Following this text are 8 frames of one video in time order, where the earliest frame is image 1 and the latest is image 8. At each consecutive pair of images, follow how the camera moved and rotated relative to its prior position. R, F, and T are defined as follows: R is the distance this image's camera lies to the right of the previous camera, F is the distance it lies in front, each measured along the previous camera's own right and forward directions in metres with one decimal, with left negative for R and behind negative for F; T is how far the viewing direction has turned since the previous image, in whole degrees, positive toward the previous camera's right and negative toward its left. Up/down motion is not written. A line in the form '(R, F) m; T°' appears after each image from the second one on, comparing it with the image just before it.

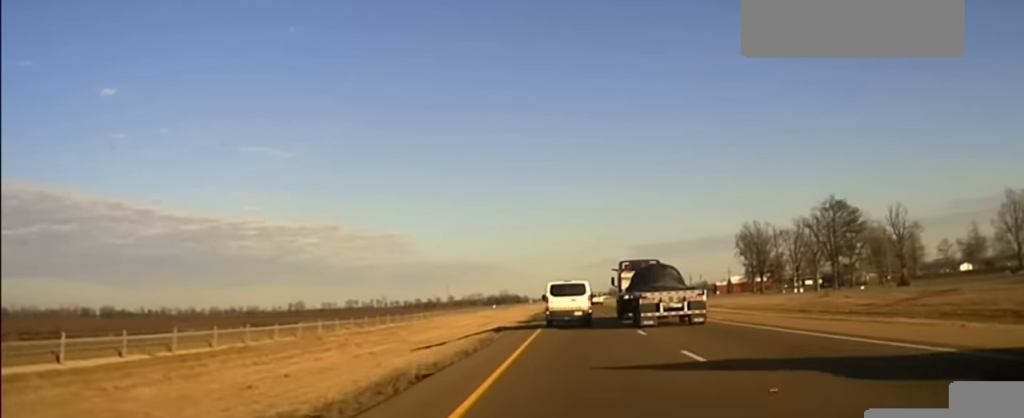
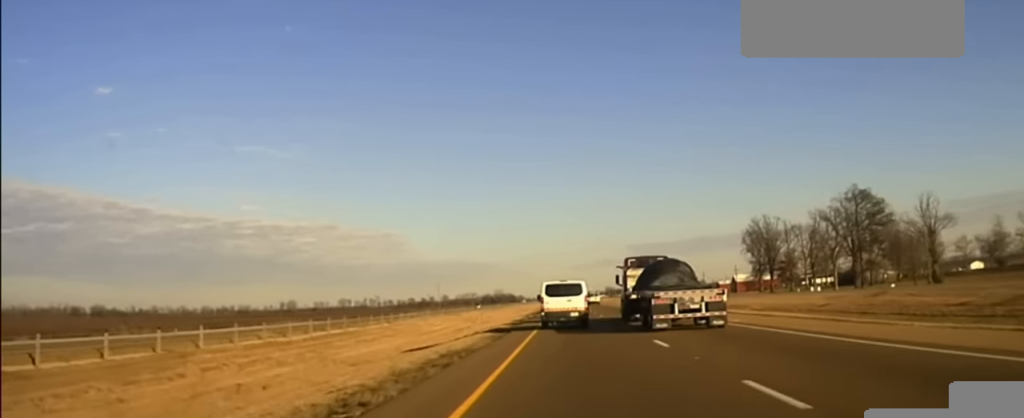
(0.0, +27.5) m; 0°
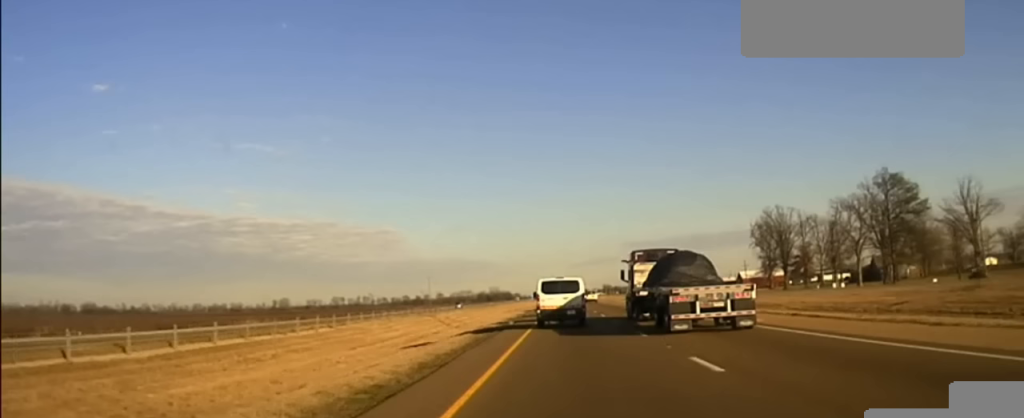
(0.0, +22.4) m; 0°
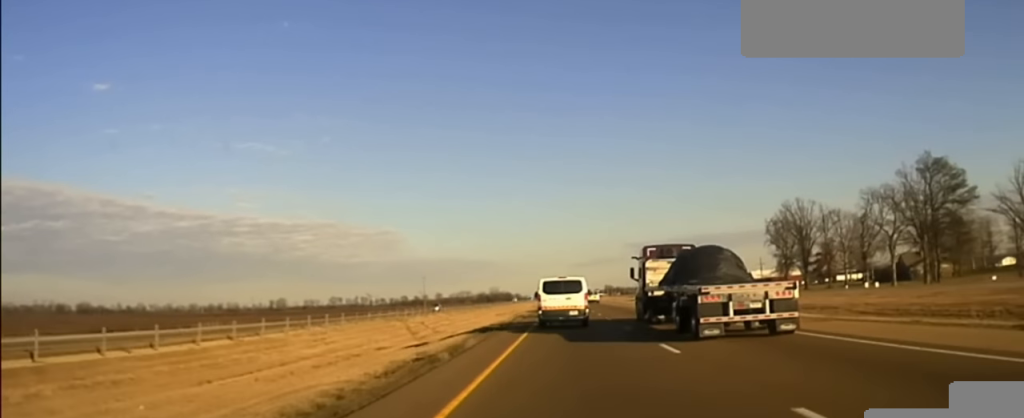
(-0.2, +24.3) m; 0°
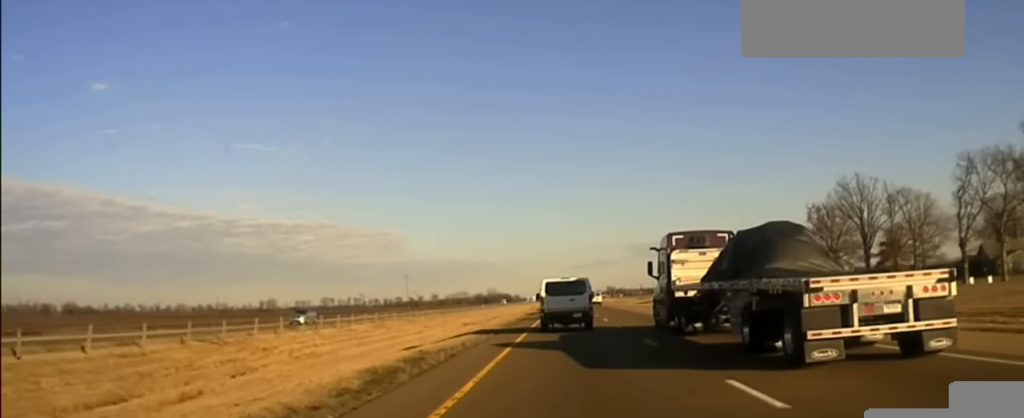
(+0.2, +44.9) m; 0°
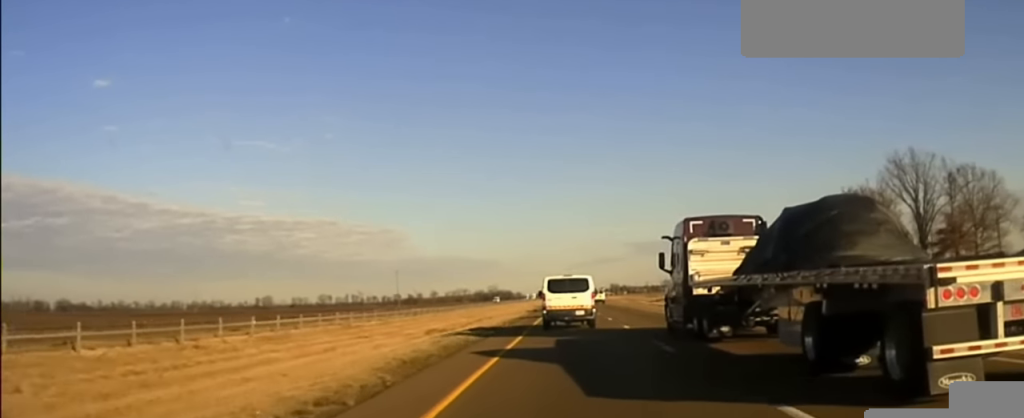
(-0.2, +22.6) m; -1°
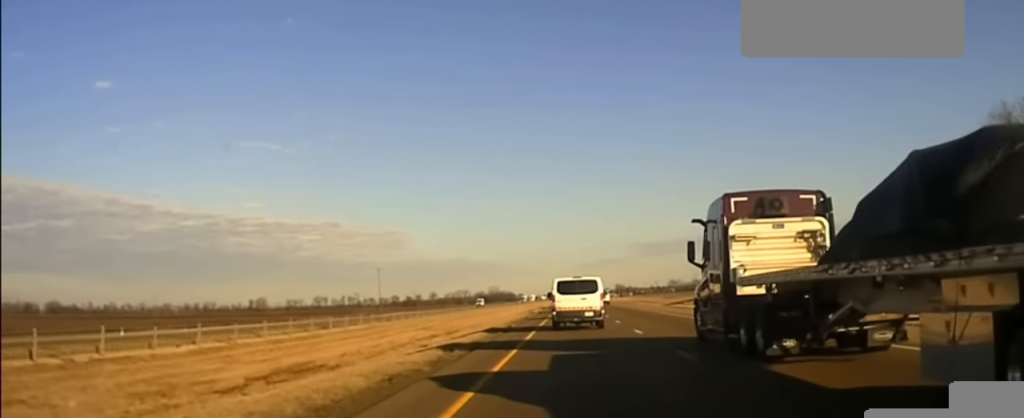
(-0.2, +28.9) m; 0°
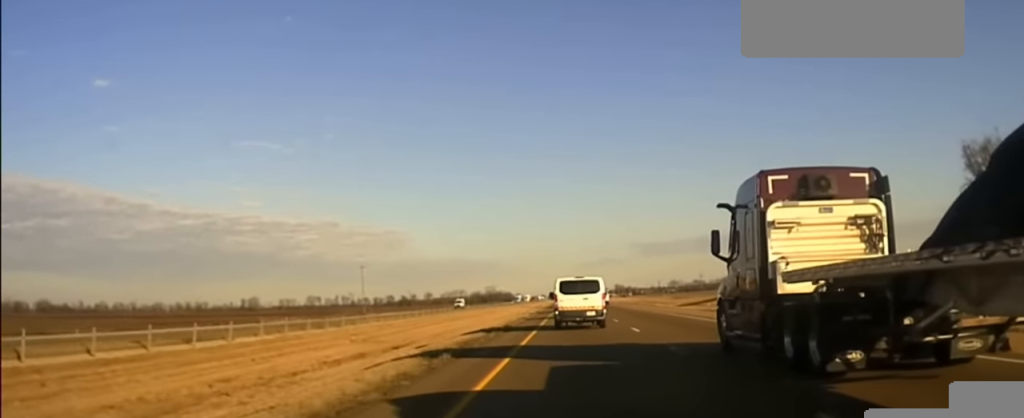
(0.0, +19.7) m; 0°
